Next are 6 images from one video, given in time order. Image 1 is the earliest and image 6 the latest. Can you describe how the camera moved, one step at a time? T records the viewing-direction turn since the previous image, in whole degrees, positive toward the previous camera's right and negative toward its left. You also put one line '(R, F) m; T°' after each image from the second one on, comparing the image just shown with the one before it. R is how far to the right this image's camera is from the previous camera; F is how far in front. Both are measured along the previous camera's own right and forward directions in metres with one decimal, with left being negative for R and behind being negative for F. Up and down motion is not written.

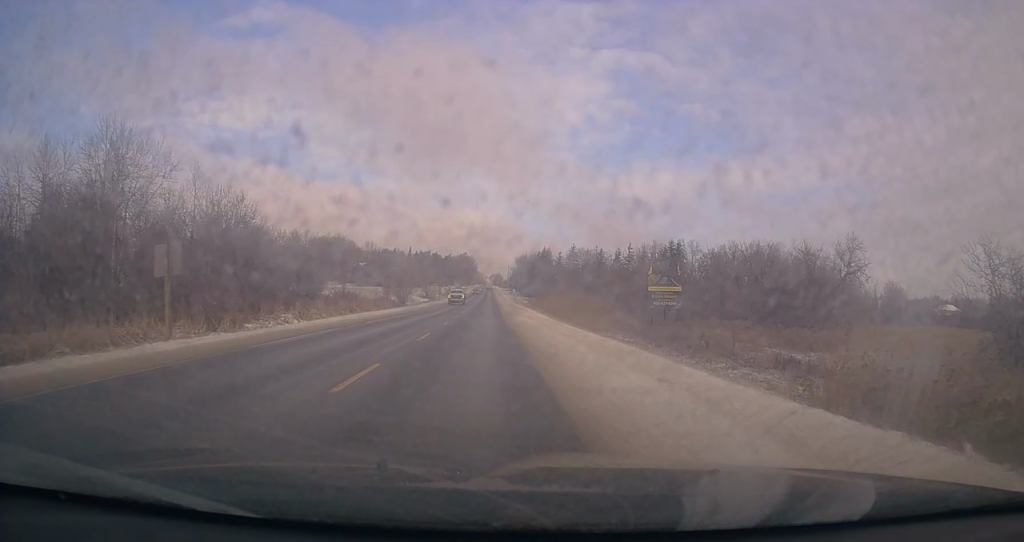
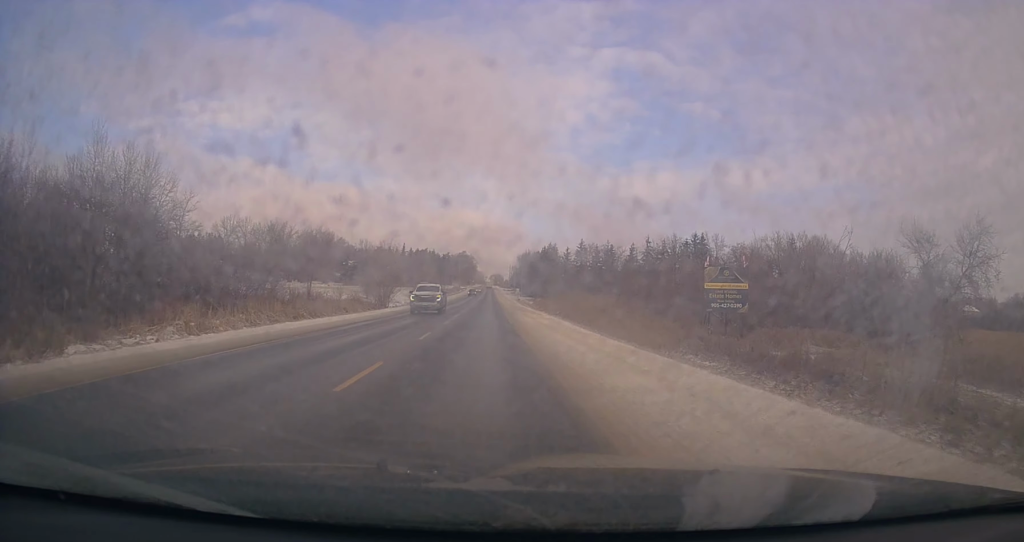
(-0.2, +17.7) m; -1°
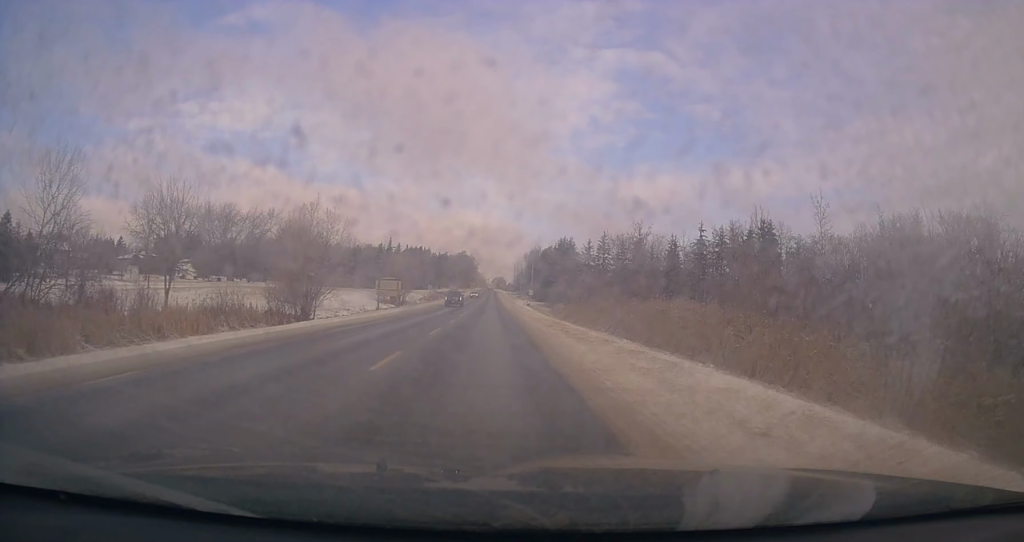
(+1.1, +34.9) m; +1°
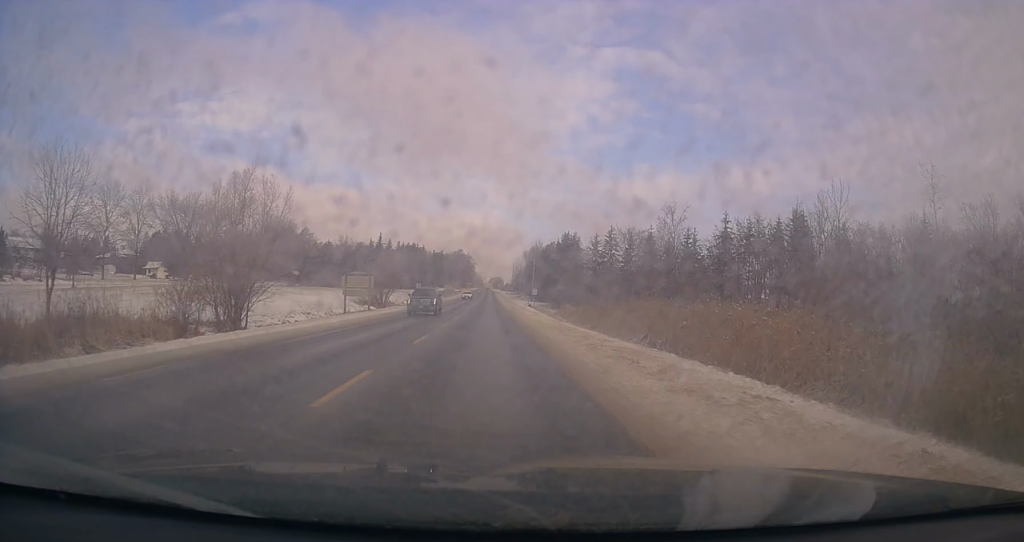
(-0.5, +12.3) m; 0°
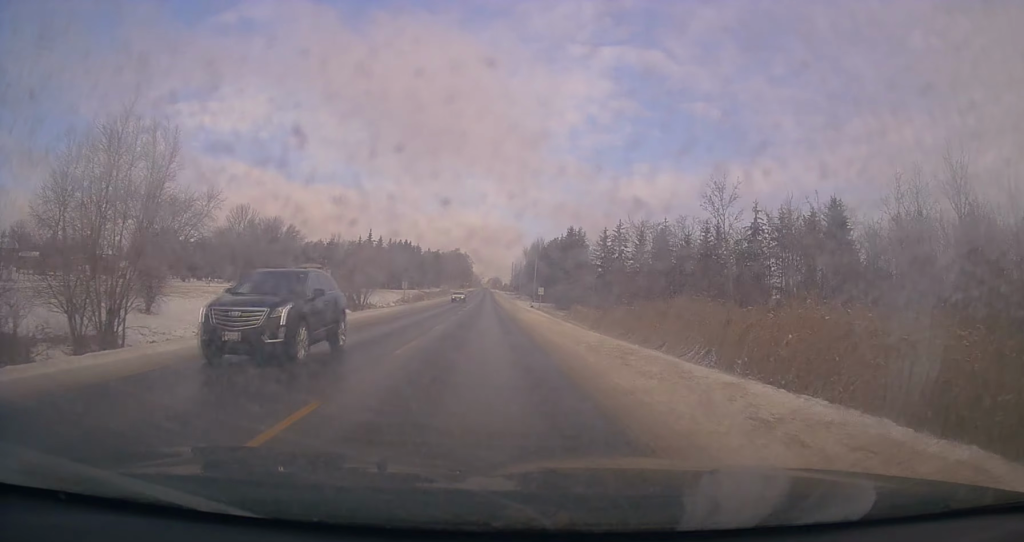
(0.0, +11.7) m; 0°
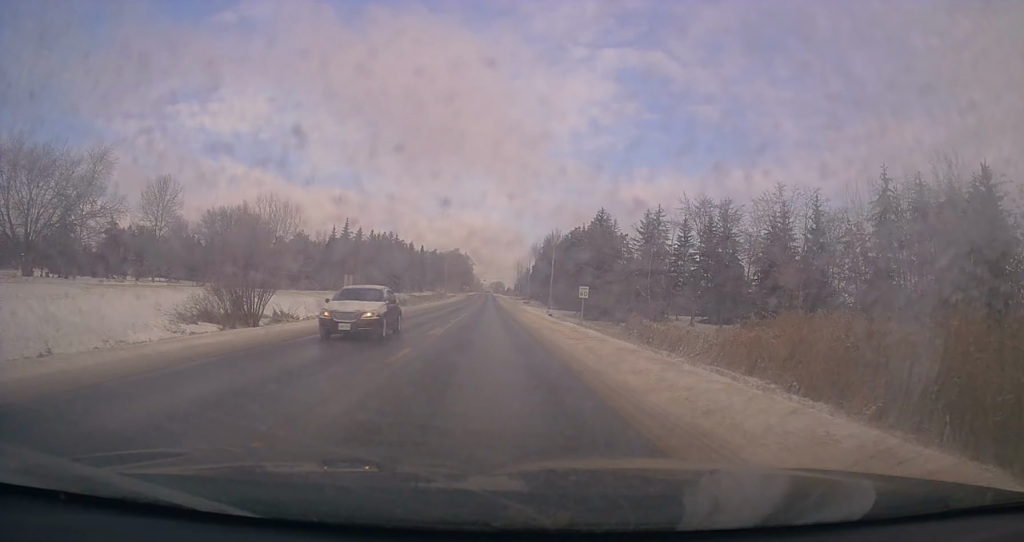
(+0.1, +29.7) m; 0°
